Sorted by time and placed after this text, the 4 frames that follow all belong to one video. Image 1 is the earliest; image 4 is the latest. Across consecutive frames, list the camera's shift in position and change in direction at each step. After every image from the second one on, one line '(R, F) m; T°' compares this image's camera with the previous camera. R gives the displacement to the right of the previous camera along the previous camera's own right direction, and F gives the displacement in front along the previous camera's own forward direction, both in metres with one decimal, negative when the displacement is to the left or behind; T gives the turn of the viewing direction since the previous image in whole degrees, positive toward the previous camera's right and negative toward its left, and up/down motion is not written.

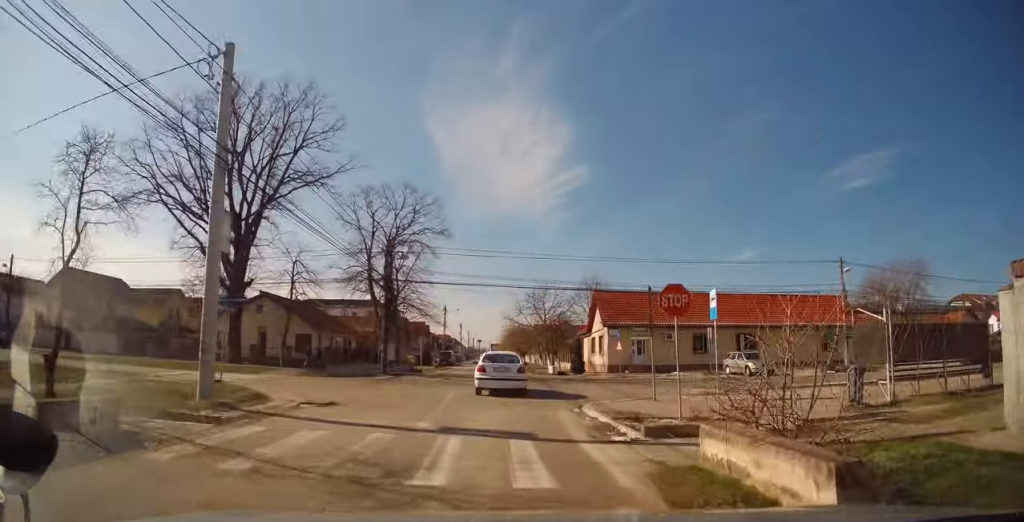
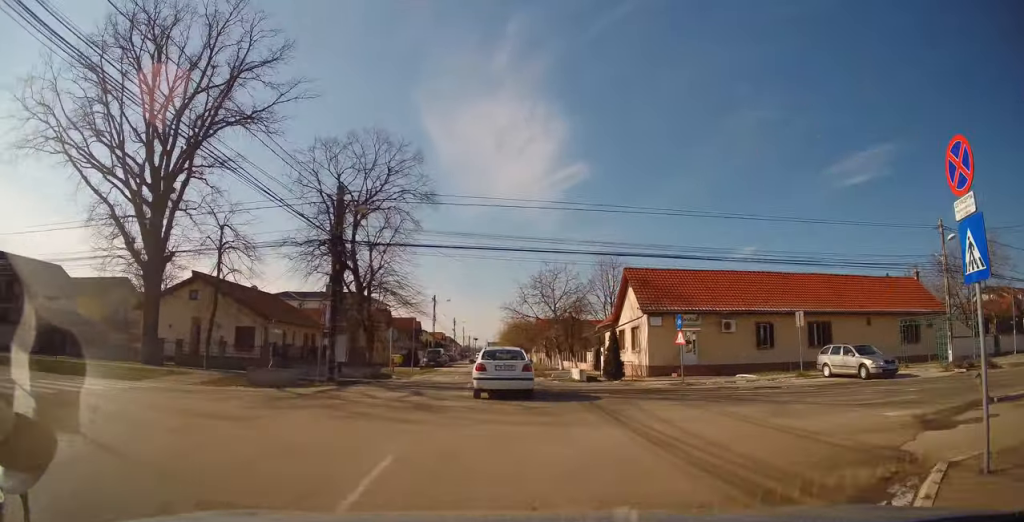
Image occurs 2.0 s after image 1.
(+0.2, +12.0) m; +2°
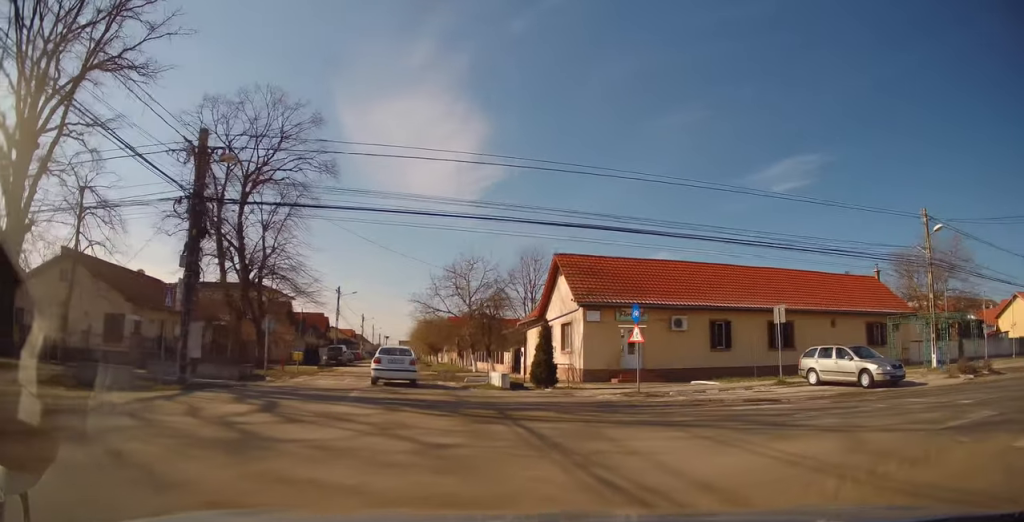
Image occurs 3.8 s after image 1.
(+0.2, +6.6) m; +8°
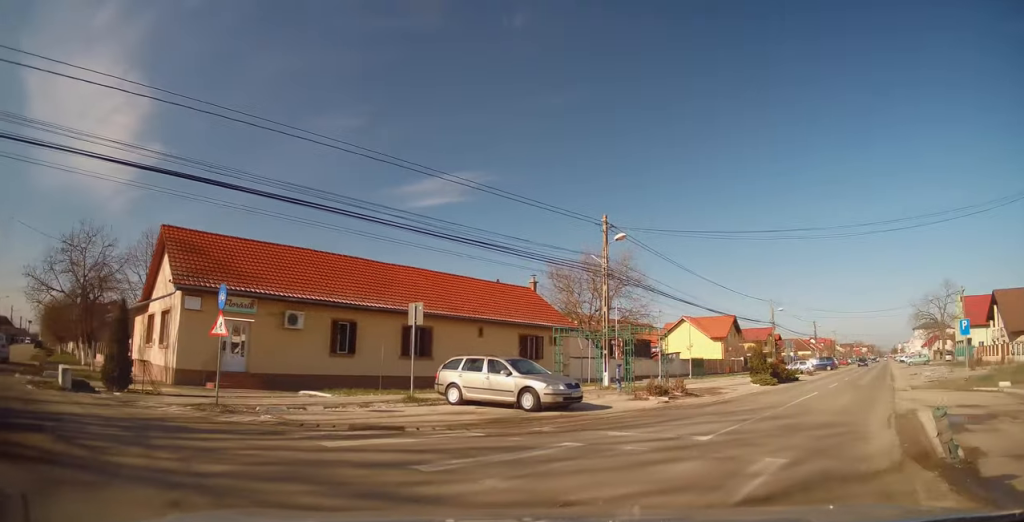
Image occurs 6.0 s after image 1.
(+2.1, +3.9) m; +47°
